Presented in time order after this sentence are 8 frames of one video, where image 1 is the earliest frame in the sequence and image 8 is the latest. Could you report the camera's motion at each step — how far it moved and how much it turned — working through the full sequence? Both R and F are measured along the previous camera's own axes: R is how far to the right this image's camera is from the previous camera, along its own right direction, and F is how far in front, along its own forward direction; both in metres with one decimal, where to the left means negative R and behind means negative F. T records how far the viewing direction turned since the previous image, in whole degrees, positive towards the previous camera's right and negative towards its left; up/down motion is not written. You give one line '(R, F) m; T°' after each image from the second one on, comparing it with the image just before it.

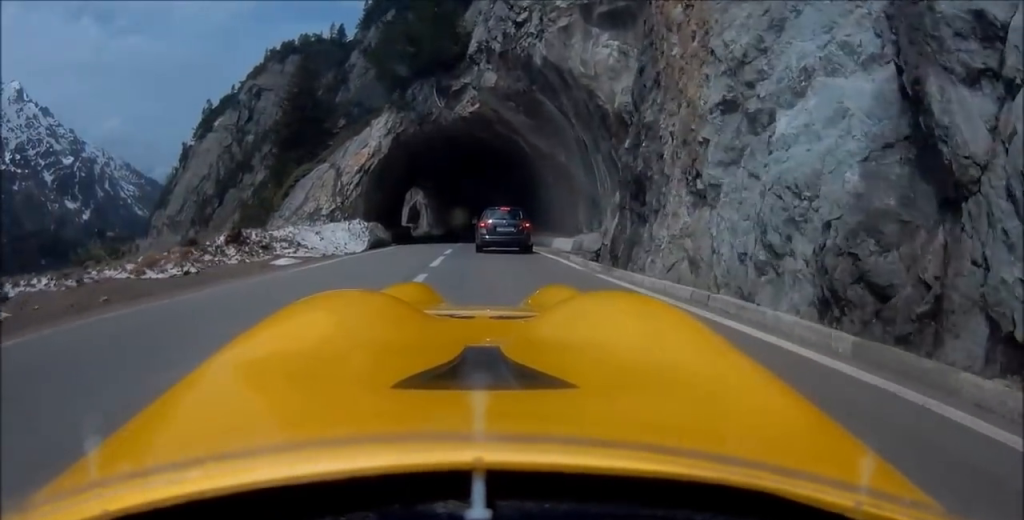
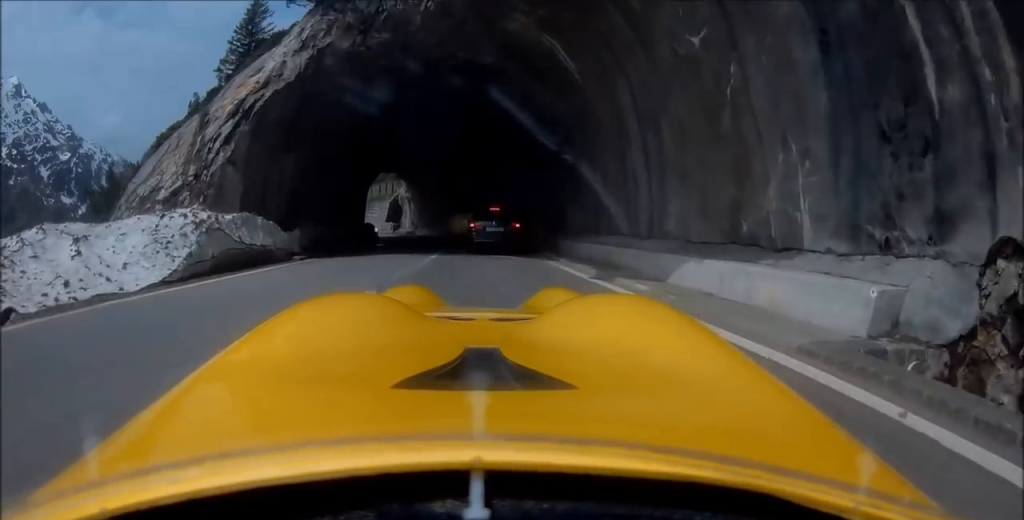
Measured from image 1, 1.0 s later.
(+0.5, +14.3) m; +1°
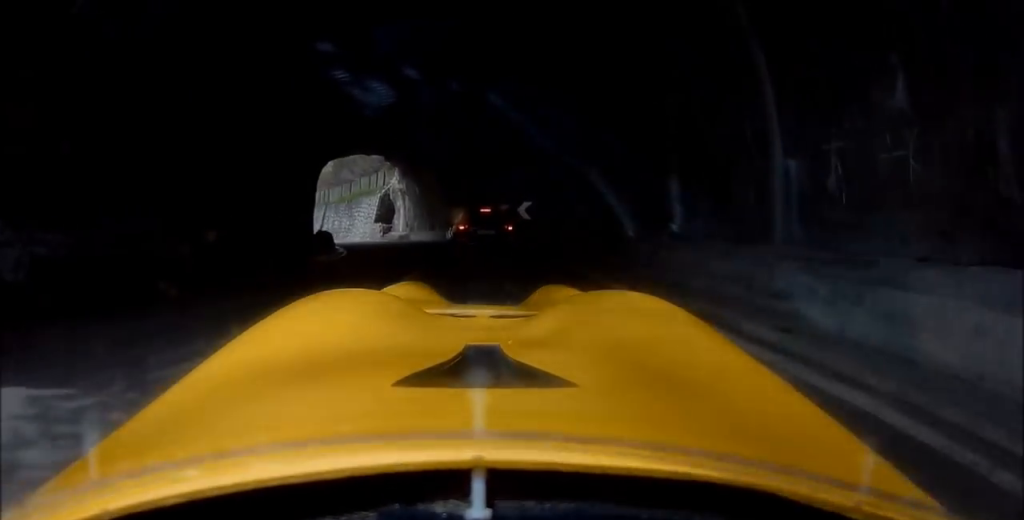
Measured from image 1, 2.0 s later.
(-0.2, +14.4) m; -1°
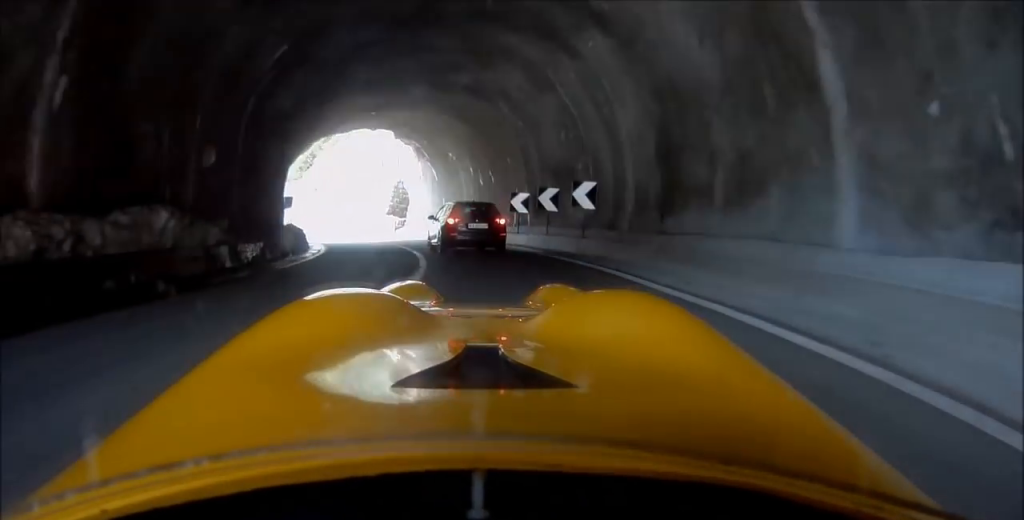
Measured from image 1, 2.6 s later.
(0.0, +8.2) m; 0°
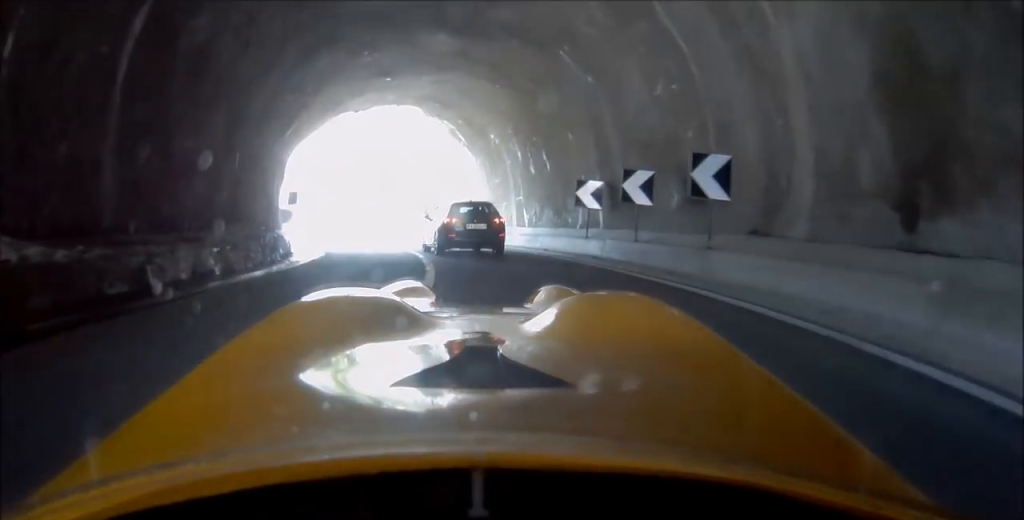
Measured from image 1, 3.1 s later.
(+0.1, +6.7) m; -1°
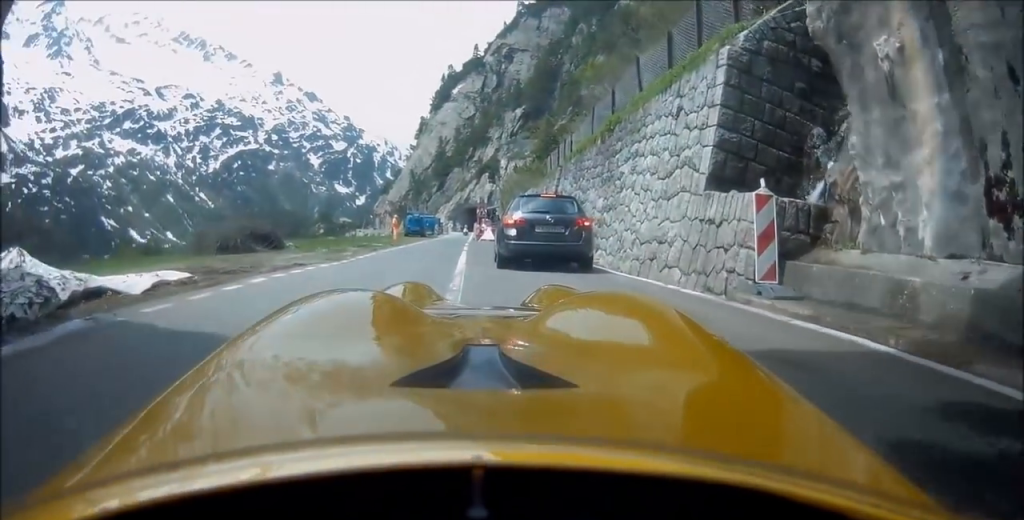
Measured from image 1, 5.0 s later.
(-4.6, +25.1) m; -36°
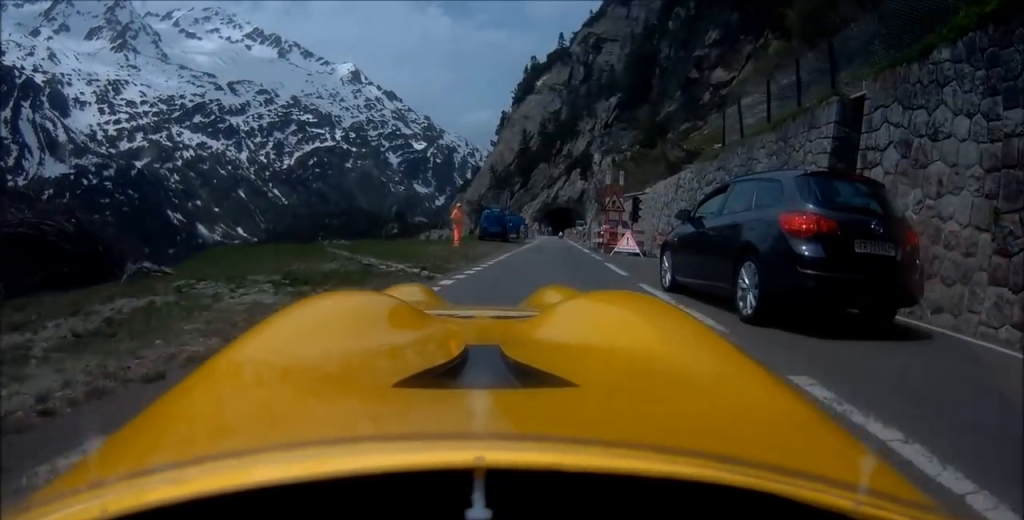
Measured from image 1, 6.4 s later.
(-5.1, +18.6) m; -6°
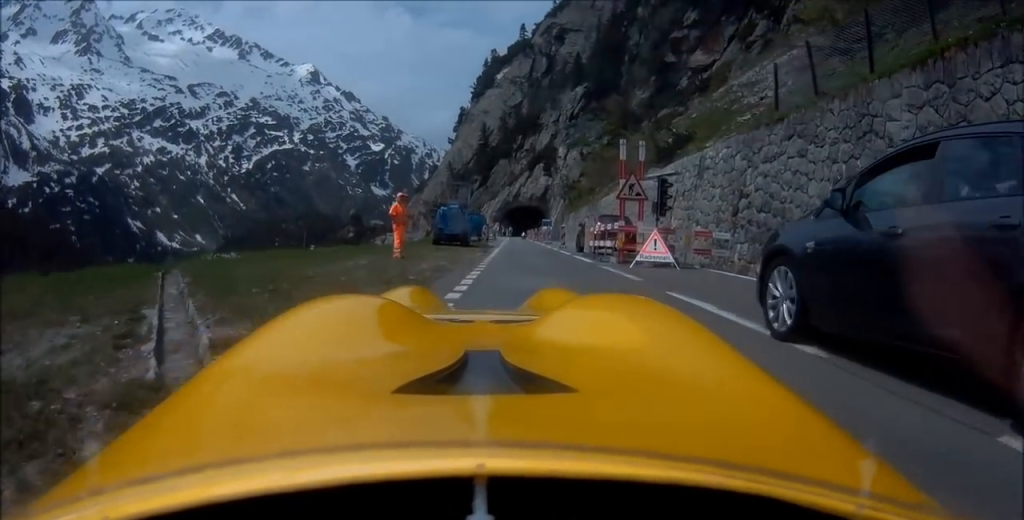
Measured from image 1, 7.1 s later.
(+1.0, +8.3) m; +8°
